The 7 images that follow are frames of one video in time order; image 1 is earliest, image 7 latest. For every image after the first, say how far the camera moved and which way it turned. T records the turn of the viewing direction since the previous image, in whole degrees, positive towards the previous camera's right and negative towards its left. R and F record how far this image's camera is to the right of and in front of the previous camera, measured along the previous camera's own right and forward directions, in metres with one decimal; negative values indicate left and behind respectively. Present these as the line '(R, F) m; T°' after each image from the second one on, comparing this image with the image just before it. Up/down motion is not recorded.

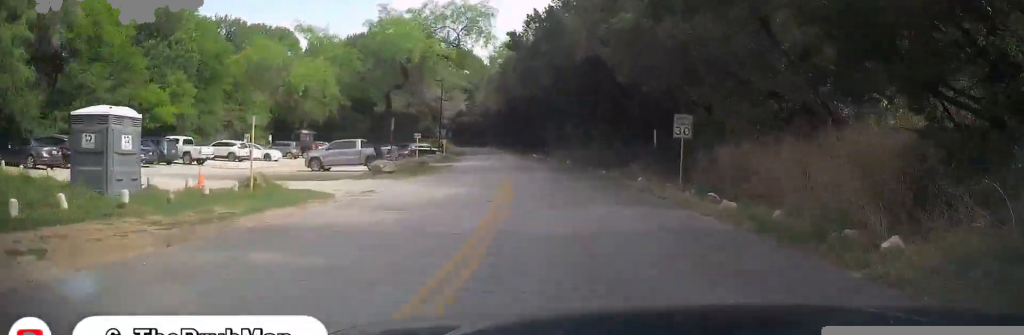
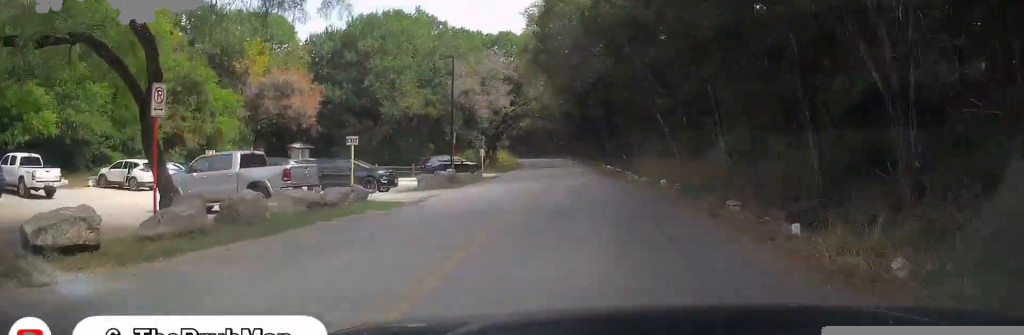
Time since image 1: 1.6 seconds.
(-2.2, +19.8) m; -10°
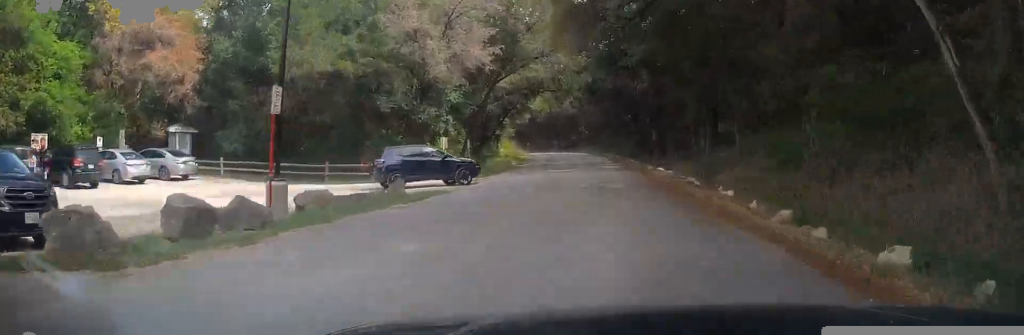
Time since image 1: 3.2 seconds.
(-1.1, +21.0) m; -2°
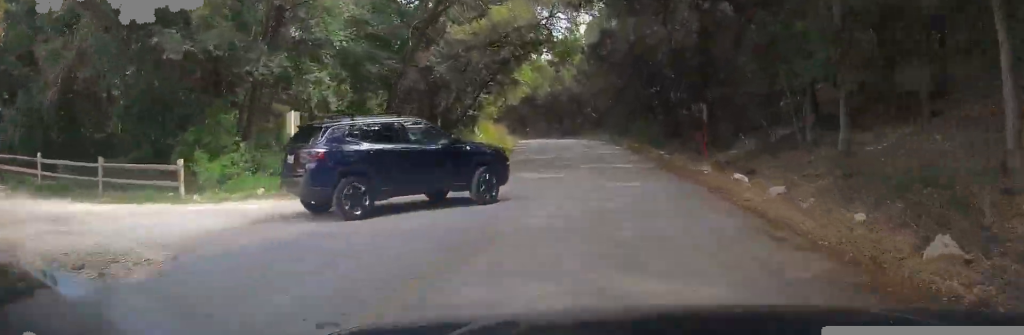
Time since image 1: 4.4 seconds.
(+0.6, +16.2) m; -1°
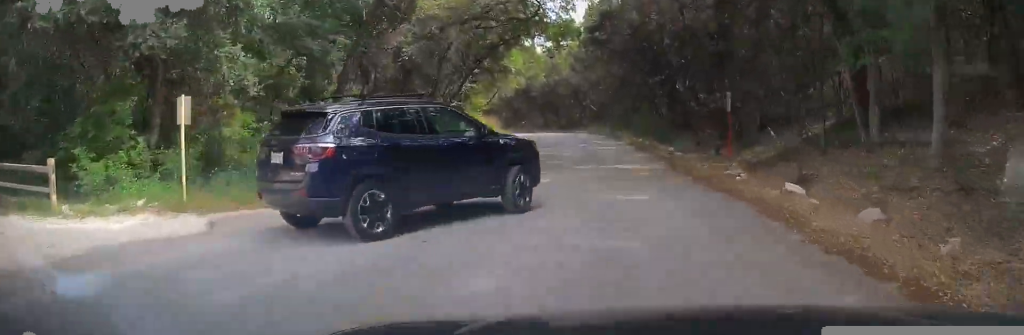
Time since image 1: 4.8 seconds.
(-0.5, +4.8) m; -1°
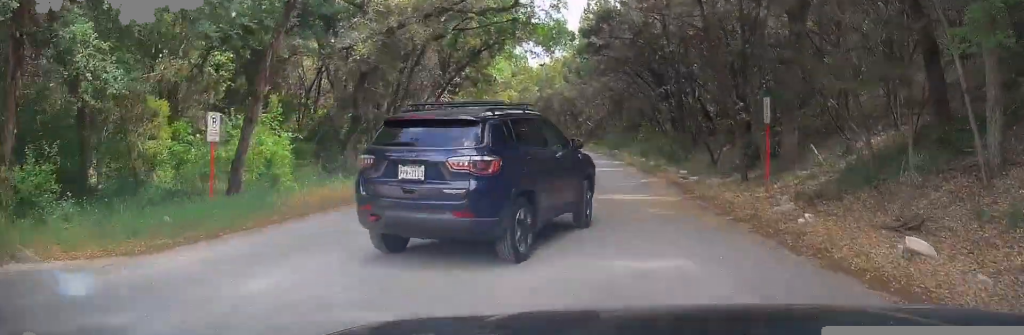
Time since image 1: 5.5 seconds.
(-0.3, +6.9) m; 0°
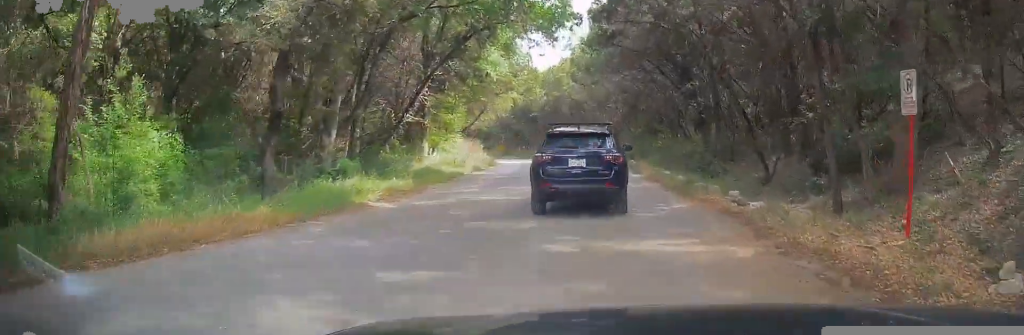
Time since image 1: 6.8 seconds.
(+0.5, +7.8) m; -1°
